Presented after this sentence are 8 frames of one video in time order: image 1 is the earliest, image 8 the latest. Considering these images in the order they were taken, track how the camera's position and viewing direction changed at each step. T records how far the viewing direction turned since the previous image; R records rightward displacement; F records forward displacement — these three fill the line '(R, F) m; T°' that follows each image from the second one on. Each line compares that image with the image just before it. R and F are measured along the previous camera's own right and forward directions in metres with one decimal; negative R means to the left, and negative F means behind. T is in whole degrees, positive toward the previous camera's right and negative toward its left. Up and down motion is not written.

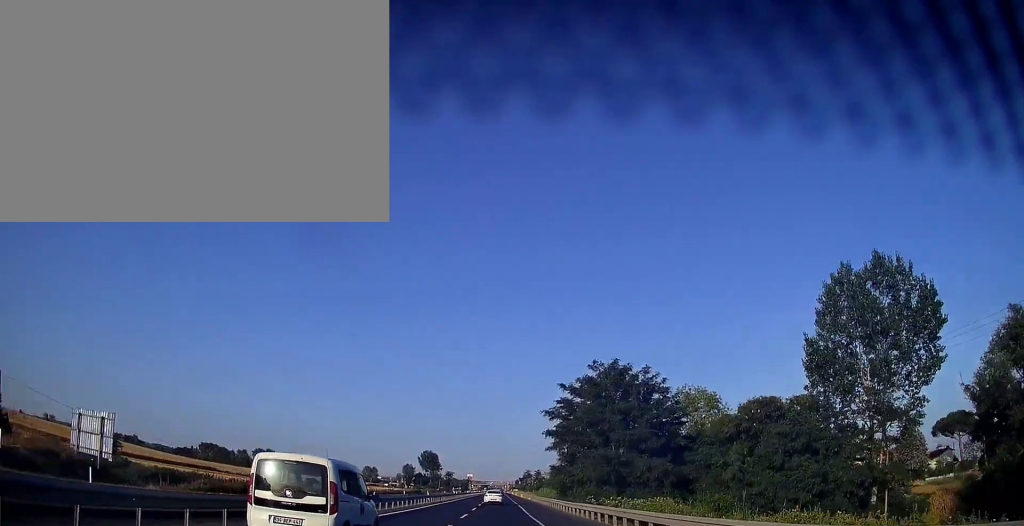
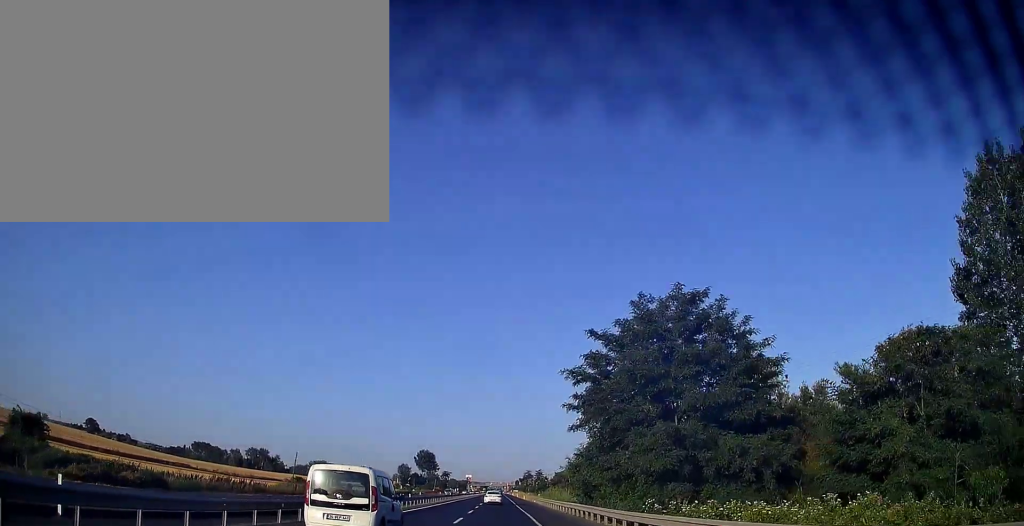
(-0.1, +16.8) m; 0°
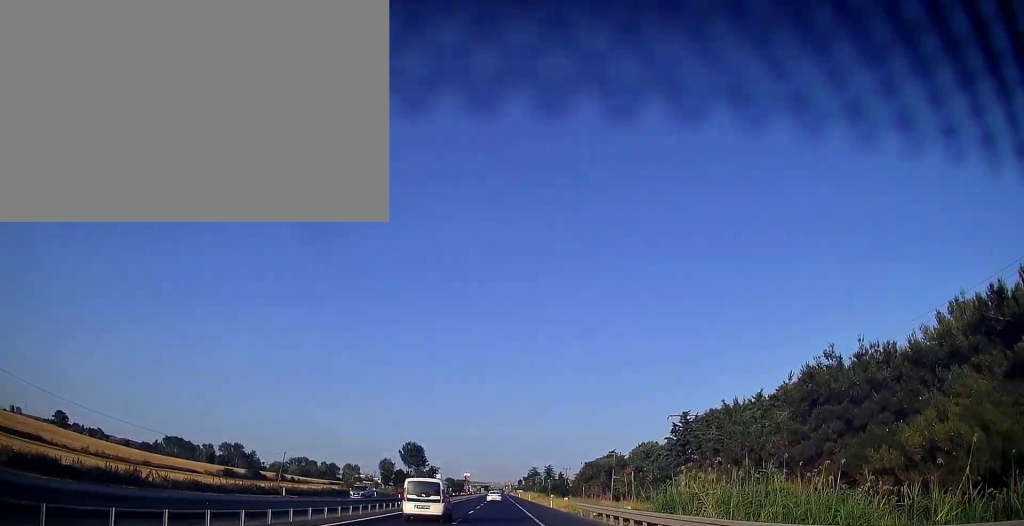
(+0.1, +60.1) m; 0°
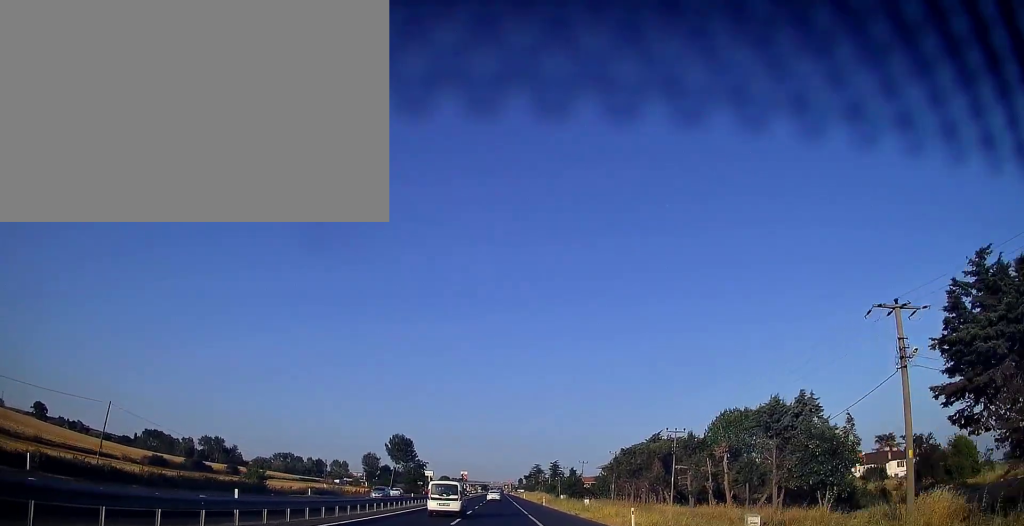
(0.0, +37.1) m; 0°
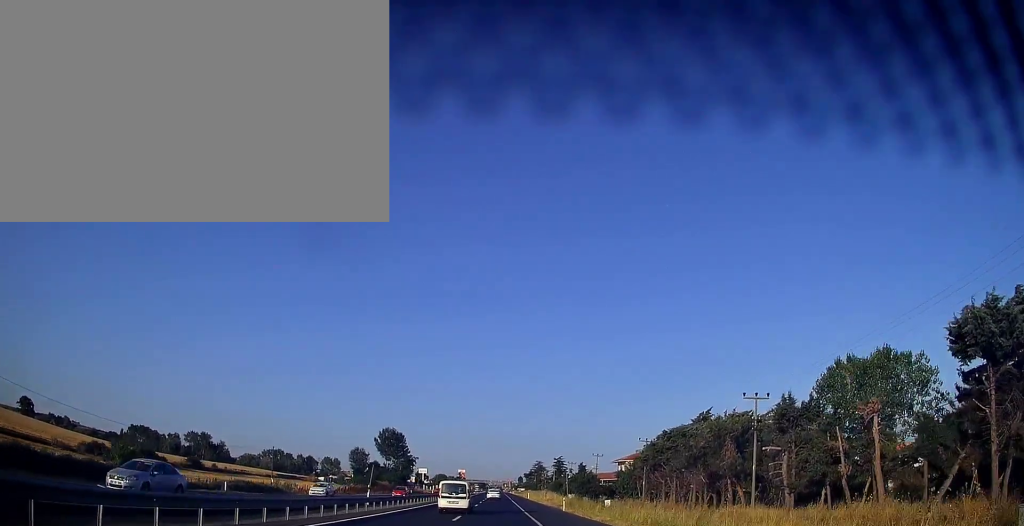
(0.0, +21.8) m; 0°
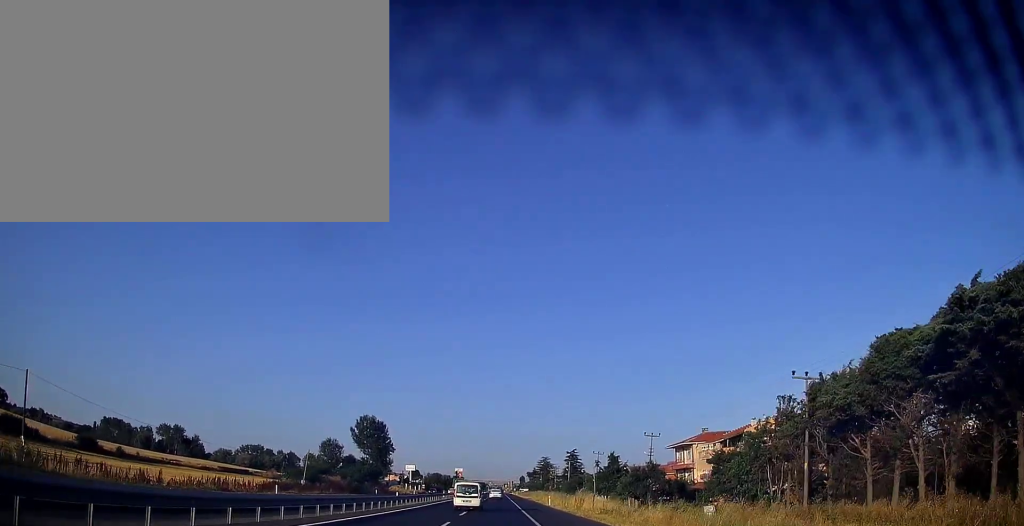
(+0.1, +42.1) m; 0°
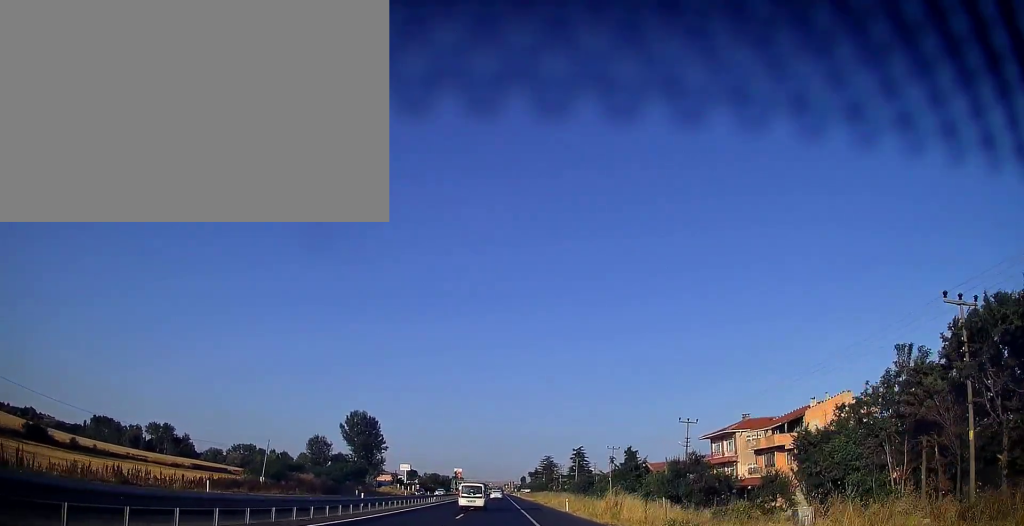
(0.0, +14.7) m; 0°
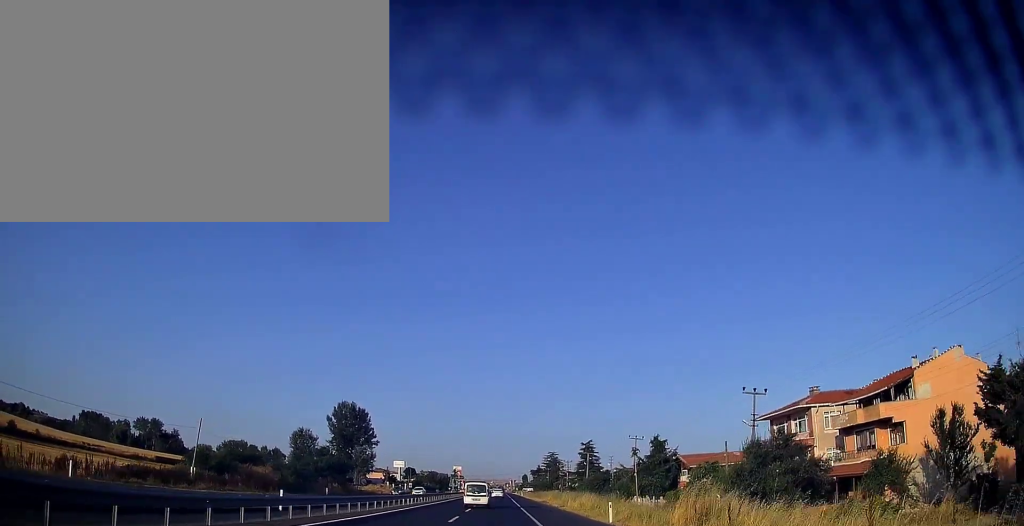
(0.0, +15.7) m; 0°
